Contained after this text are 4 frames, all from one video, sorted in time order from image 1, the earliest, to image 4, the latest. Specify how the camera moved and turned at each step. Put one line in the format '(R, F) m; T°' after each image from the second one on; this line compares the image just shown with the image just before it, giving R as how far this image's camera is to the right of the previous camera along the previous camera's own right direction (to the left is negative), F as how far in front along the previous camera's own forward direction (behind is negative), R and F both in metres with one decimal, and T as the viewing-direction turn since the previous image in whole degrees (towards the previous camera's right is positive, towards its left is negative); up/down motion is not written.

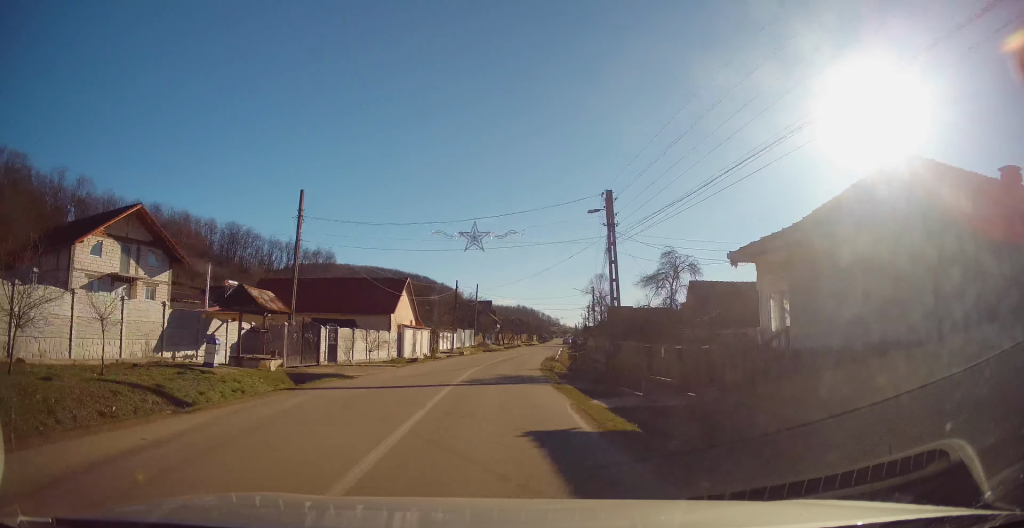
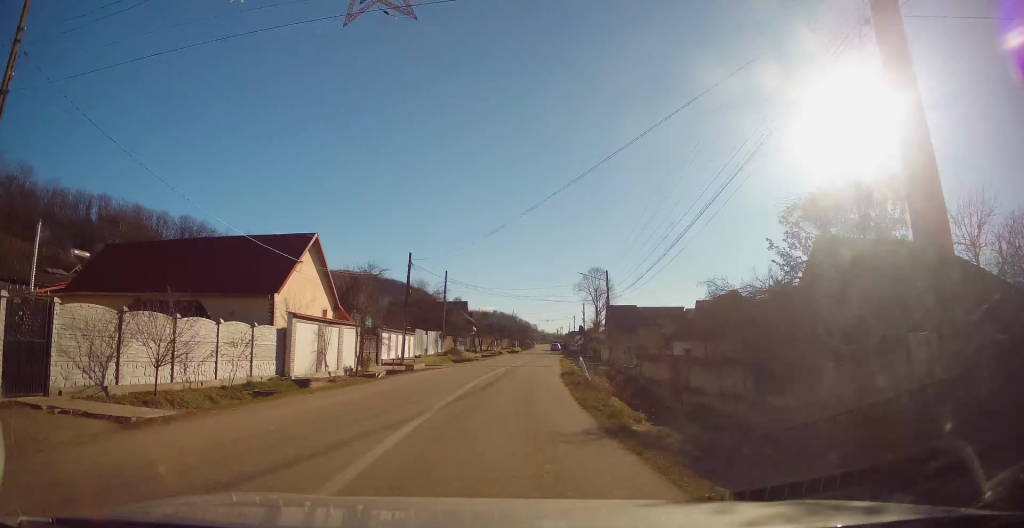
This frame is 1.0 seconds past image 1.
(-0.2, +17.4) m; +2°
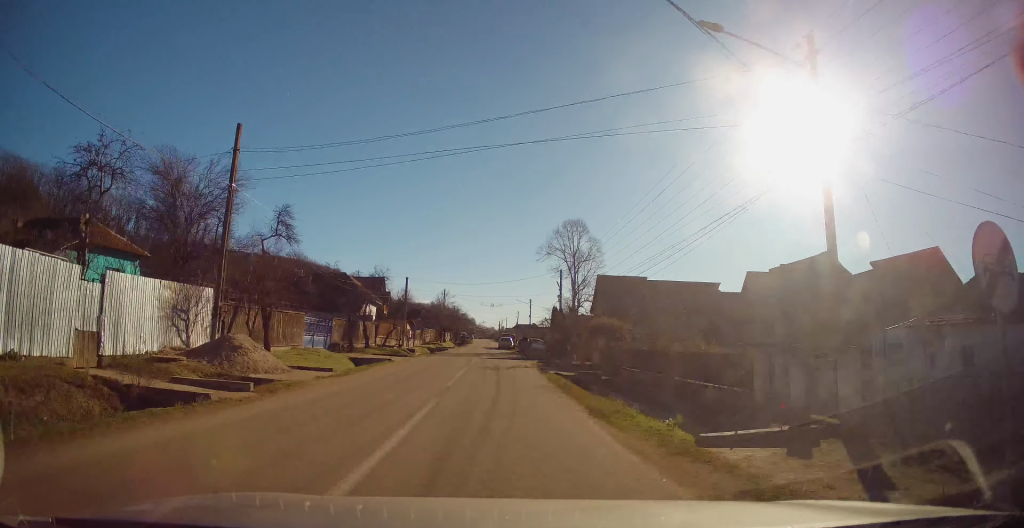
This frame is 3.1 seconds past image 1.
(+3.0, +34.7) m; +7°
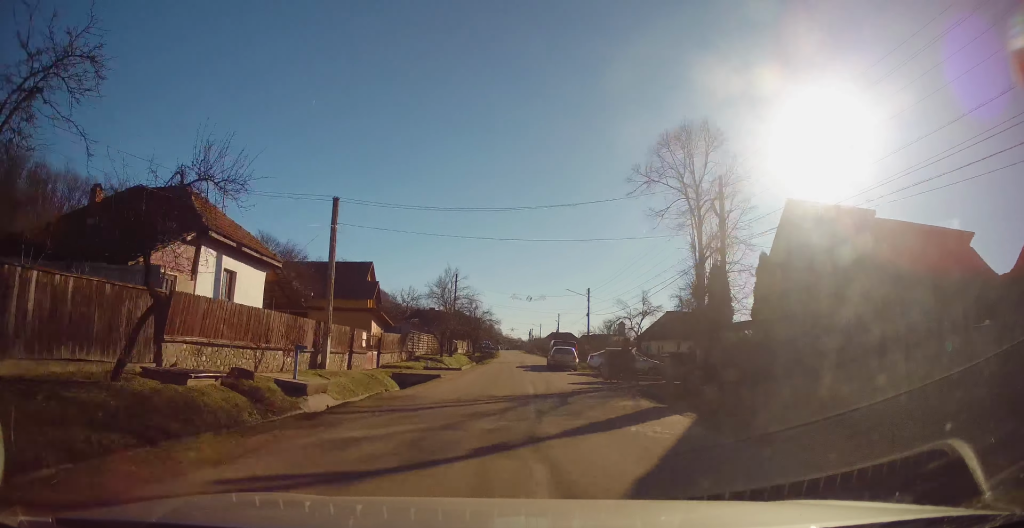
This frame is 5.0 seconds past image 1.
(-0.7, +30.0) m; -2°
